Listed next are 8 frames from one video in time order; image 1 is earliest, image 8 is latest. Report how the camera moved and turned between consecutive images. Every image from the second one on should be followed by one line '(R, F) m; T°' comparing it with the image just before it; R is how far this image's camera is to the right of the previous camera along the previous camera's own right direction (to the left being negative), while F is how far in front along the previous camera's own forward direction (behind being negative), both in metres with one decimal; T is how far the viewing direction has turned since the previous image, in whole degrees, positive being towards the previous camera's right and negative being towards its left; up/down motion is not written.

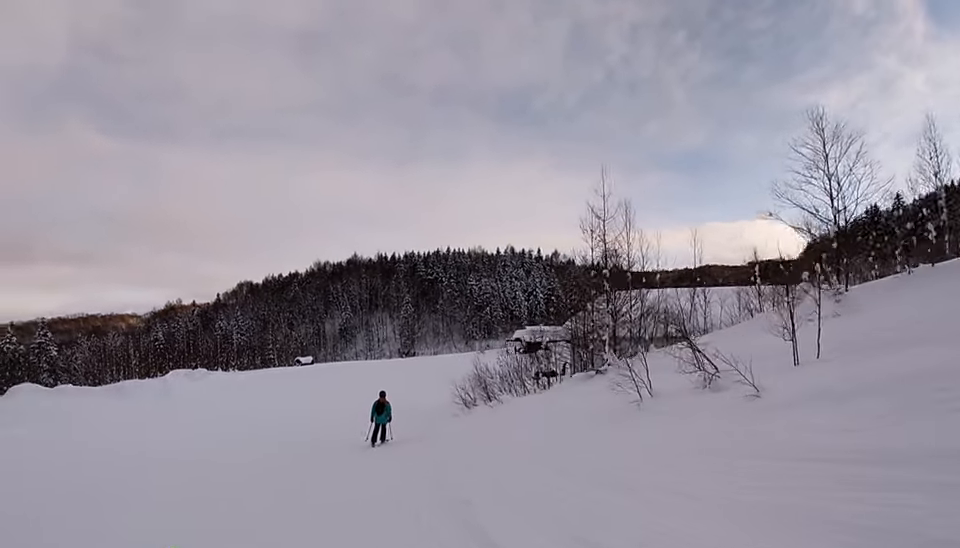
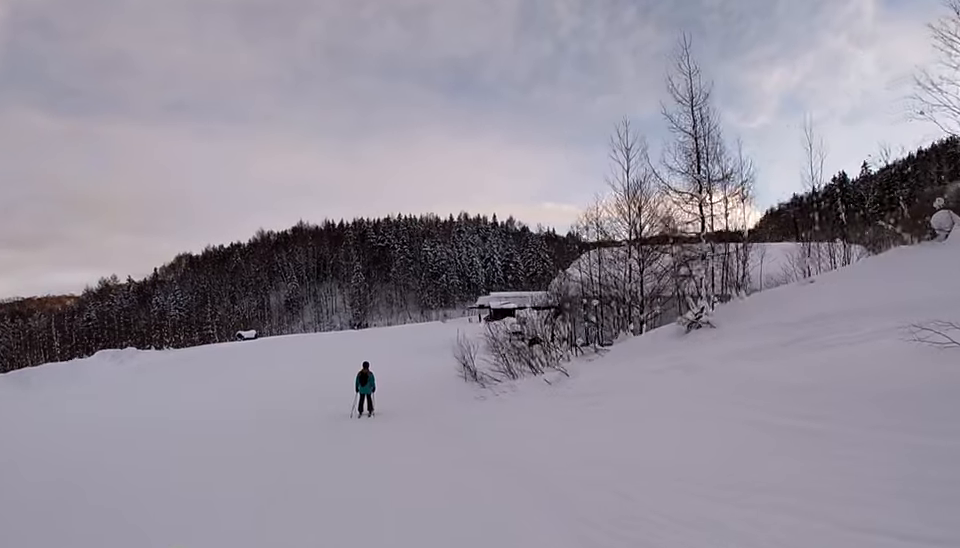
(0.0, +7.8) m; +8°
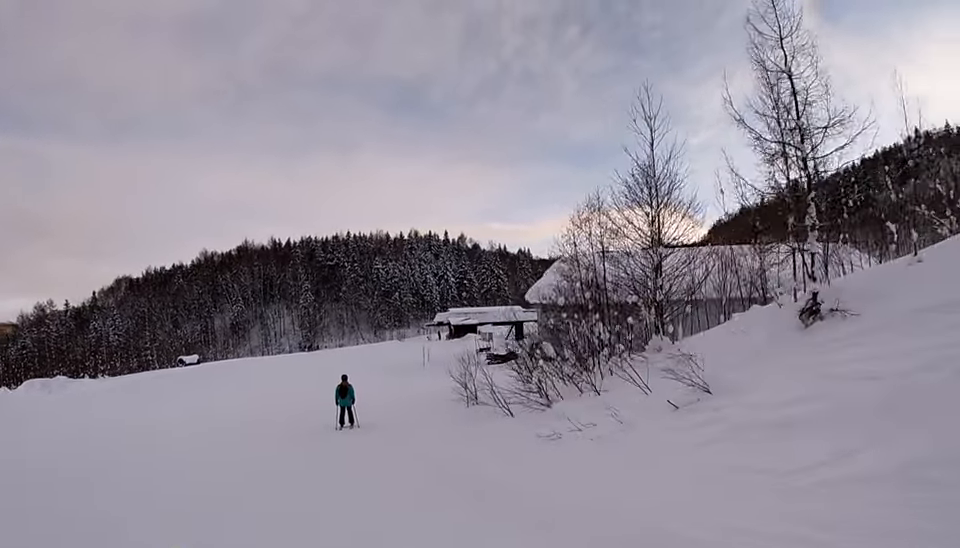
(+0.6, +5.1) m; +3°
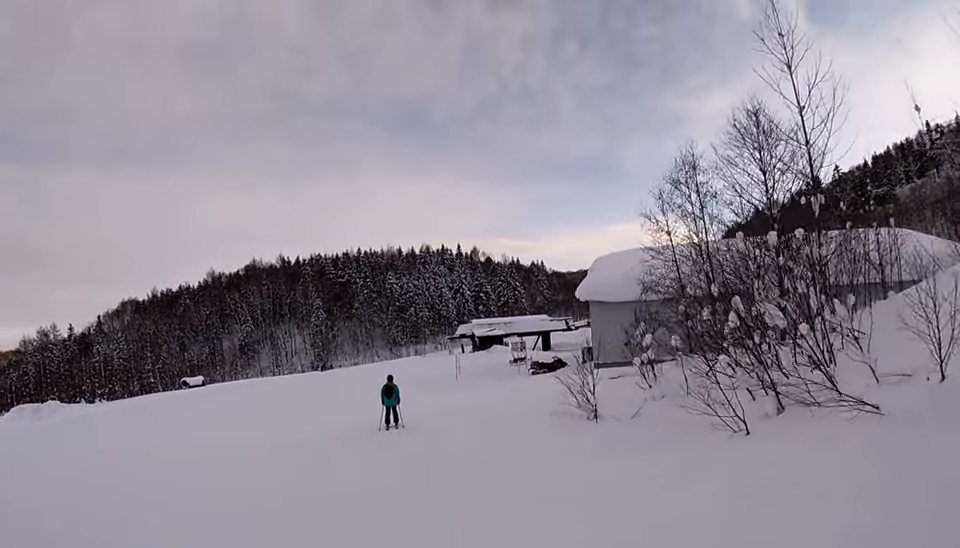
(+0.2, +6.0) m; -2°
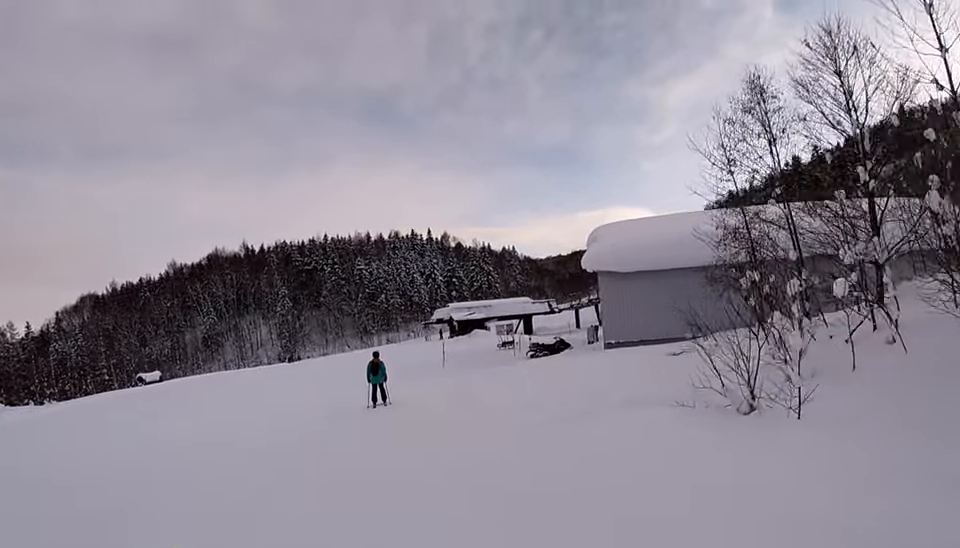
(-0.2, +4.8) m; -4°
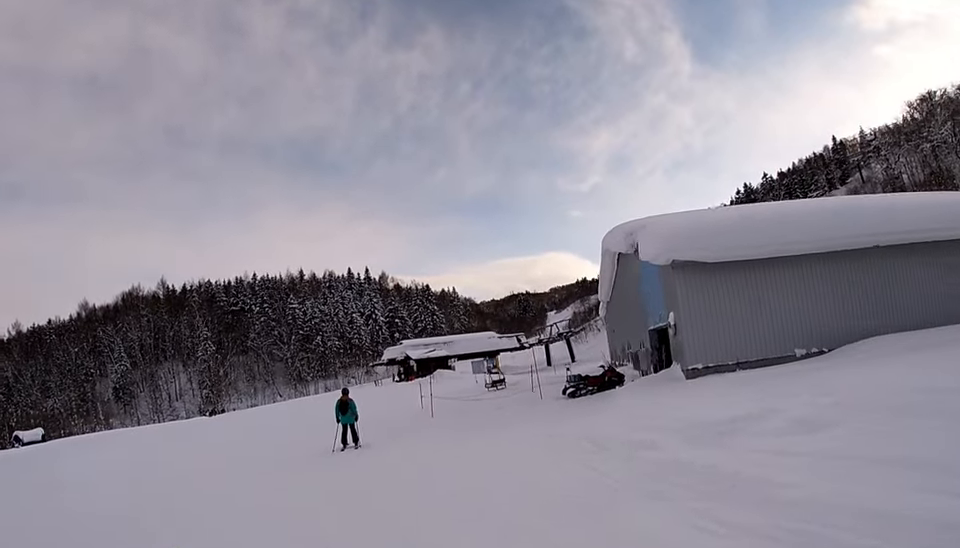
(+1.7, +11.8) m; +14°
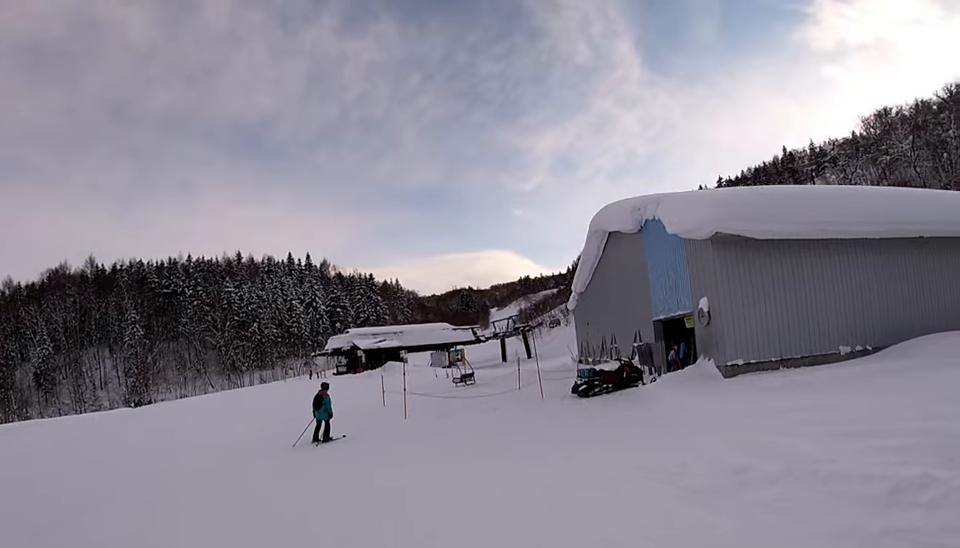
(-0.6, +5.2) m; +1°
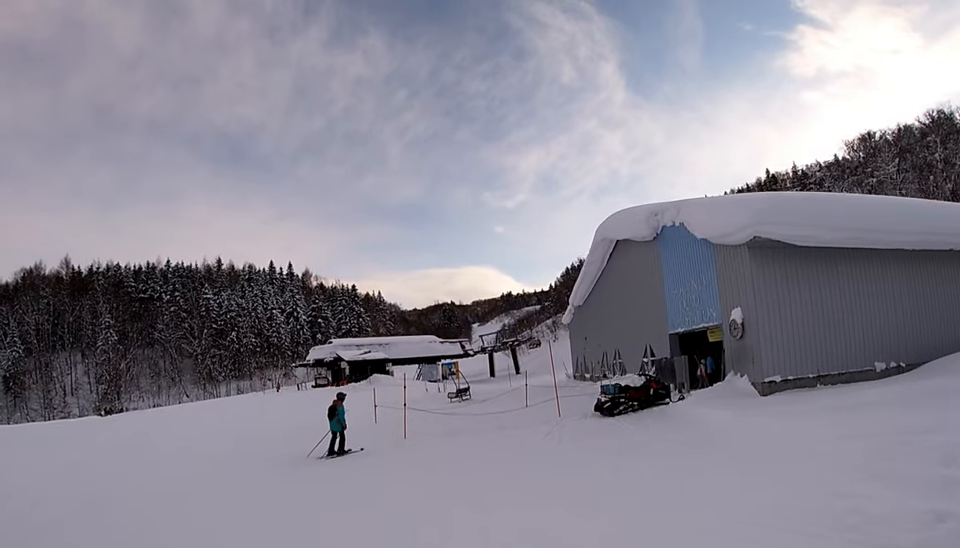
(0.0, +2.4) m; +4°
